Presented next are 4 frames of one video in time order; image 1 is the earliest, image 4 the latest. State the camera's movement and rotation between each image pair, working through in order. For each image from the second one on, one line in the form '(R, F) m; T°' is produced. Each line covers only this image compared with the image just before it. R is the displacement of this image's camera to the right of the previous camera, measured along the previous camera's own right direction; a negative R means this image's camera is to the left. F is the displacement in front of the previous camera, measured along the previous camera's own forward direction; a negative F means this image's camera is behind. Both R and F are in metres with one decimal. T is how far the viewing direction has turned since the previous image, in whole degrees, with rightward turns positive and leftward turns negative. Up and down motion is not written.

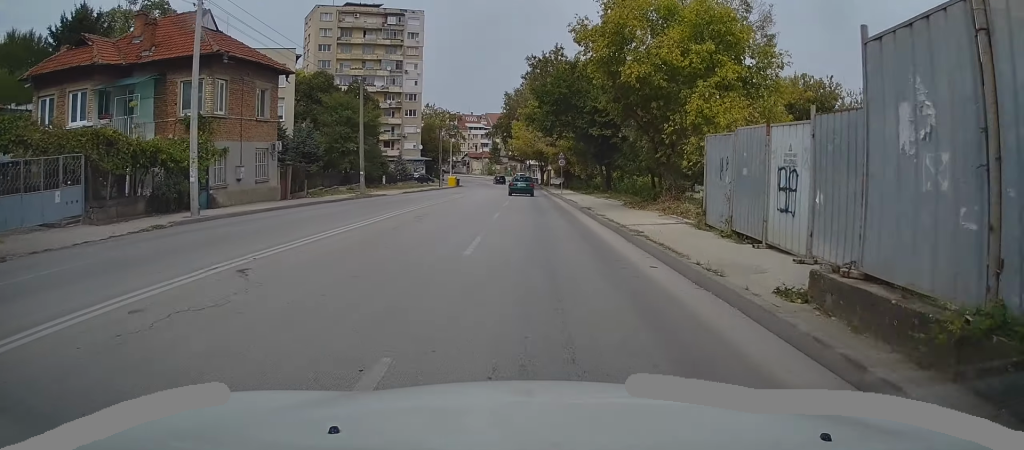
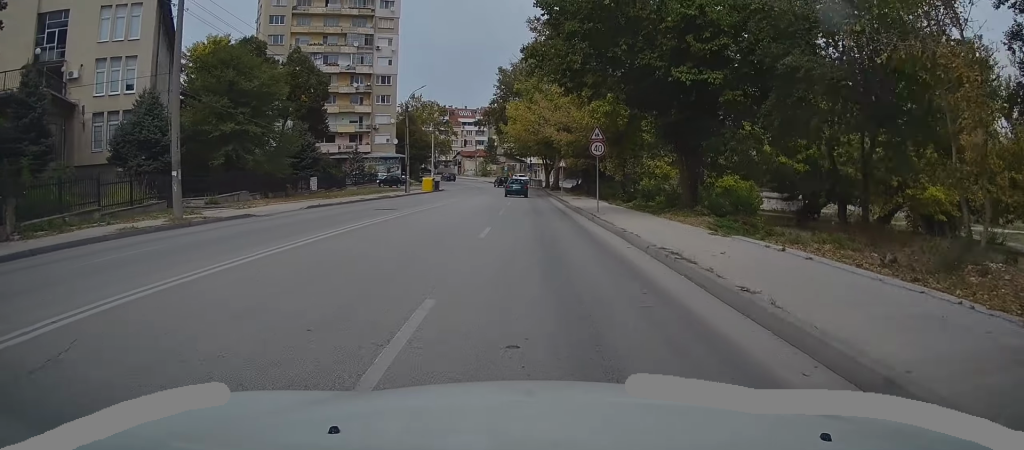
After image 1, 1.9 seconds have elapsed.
(+0.2, +24.5) m; 0°
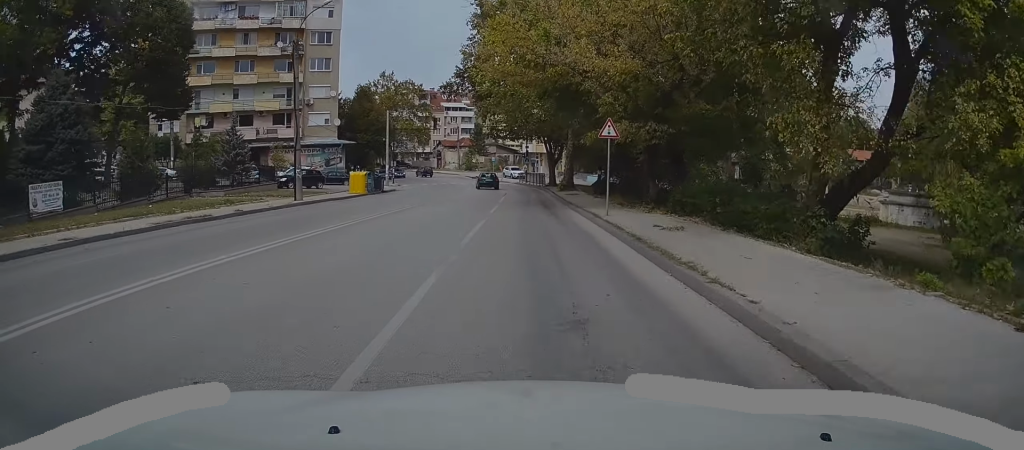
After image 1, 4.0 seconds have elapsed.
(-0.3, +28.7) m; -2°
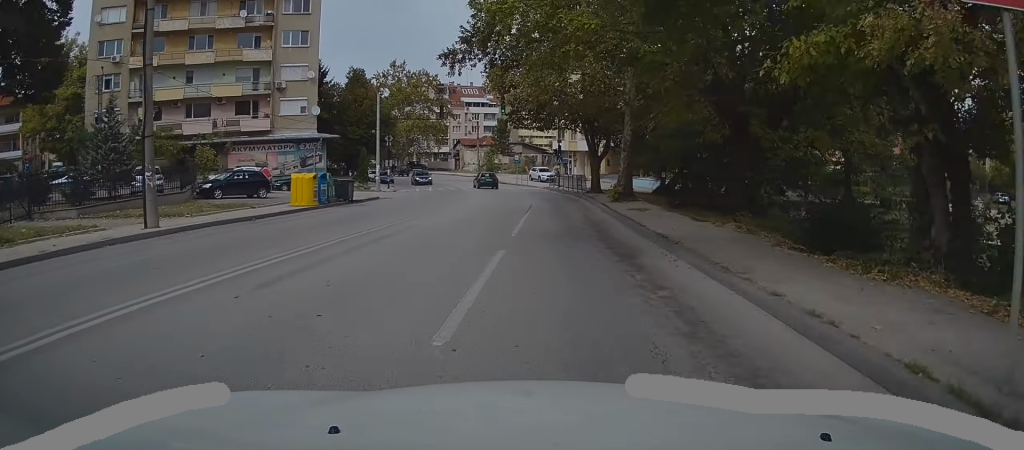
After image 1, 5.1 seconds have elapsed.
(-0.4, +15.7) m; -1°
